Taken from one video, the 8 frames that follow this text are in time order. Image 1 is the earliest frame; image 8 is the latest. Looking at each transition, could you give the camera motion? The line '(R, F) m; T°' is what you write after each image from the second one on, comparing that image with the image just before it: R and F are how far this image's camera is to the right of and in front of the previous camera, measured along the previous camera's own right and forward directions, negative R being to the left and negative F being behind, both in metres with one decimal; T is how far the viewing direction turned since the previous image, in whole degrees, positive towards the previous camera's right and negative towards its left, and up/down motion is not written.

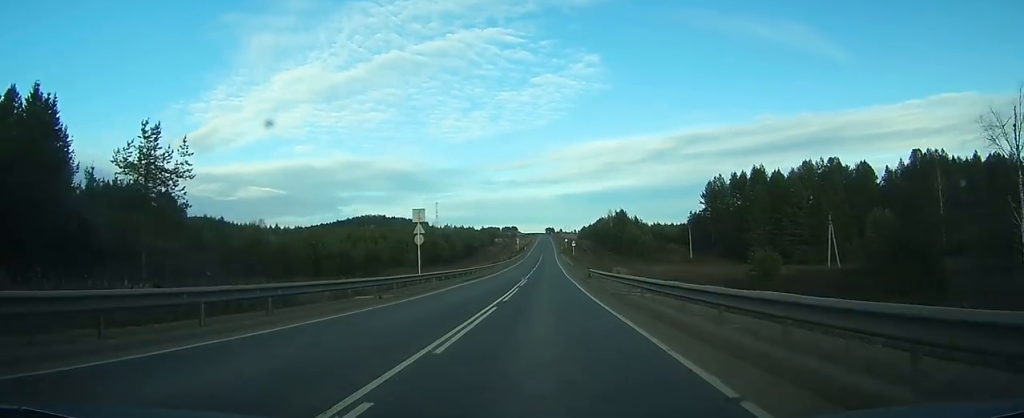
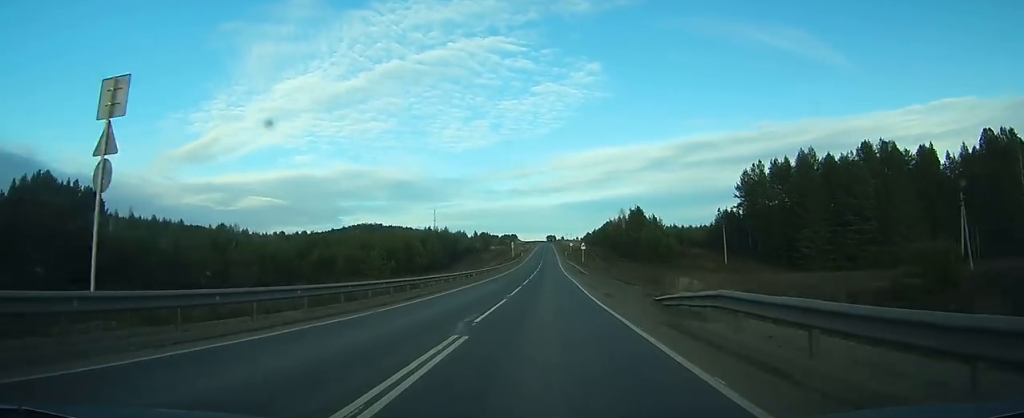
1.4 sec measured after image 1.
(0.0, +30.3) m; 0°
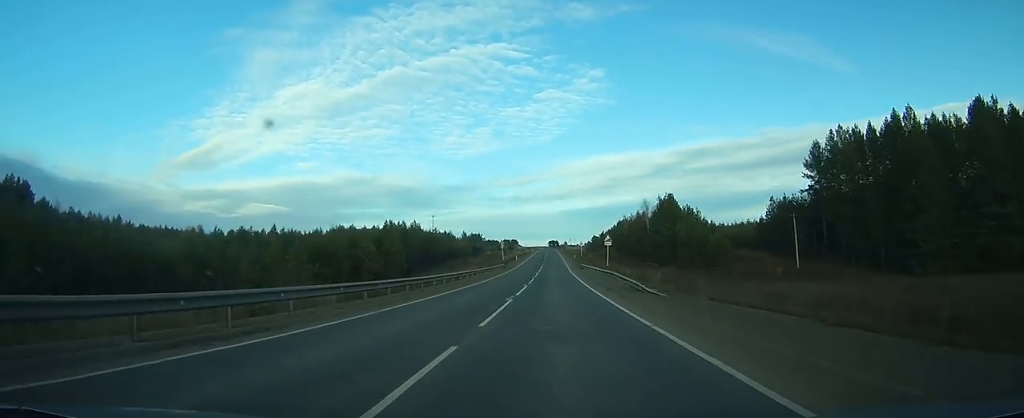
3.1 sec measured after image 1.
(-0.2, +37.2) m; 0°
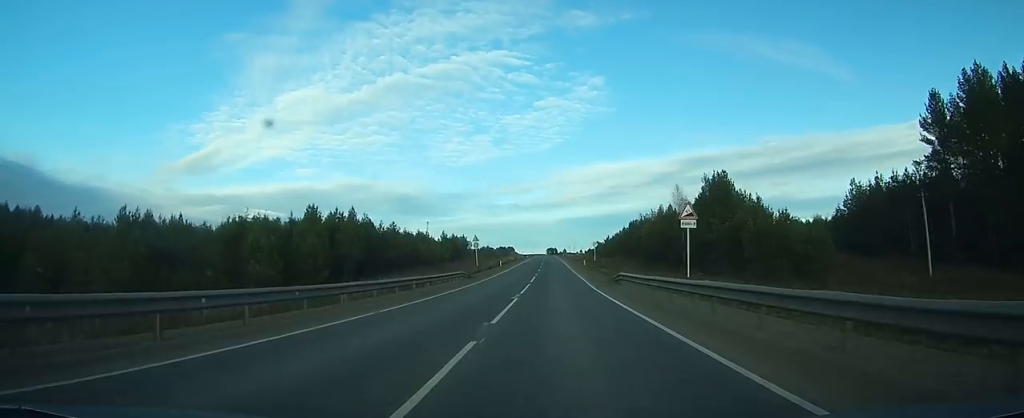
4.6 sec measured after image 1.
(-0.1, +35.1) m; 0°
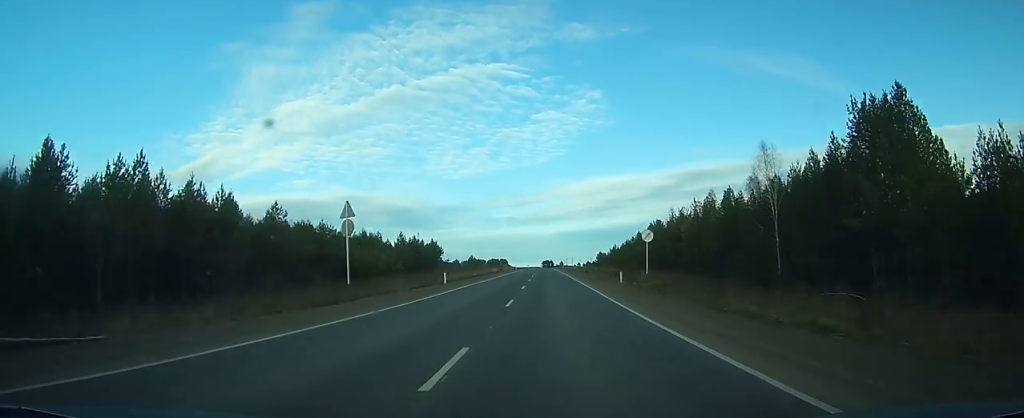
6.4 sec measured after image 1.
(0.0, +42.2) m; 0°
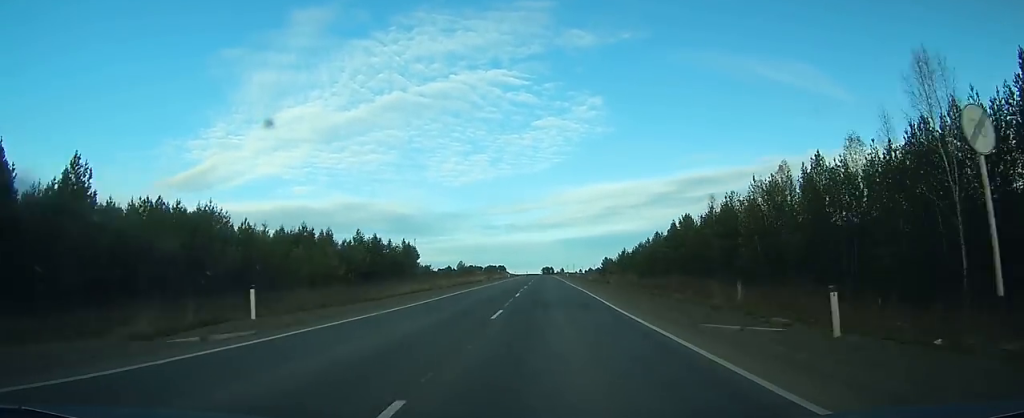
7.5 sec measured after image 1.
(+0.1, +26.9) m; 0°
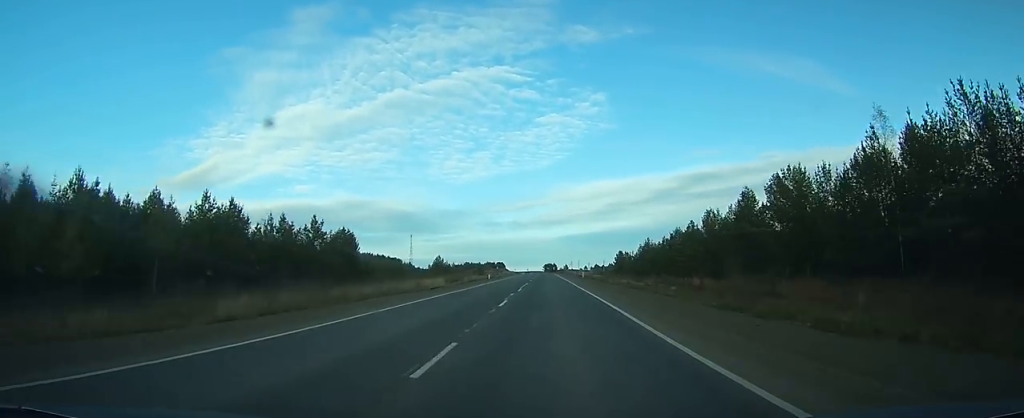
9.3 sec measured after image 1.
(0.0, +43.7) m; 0°
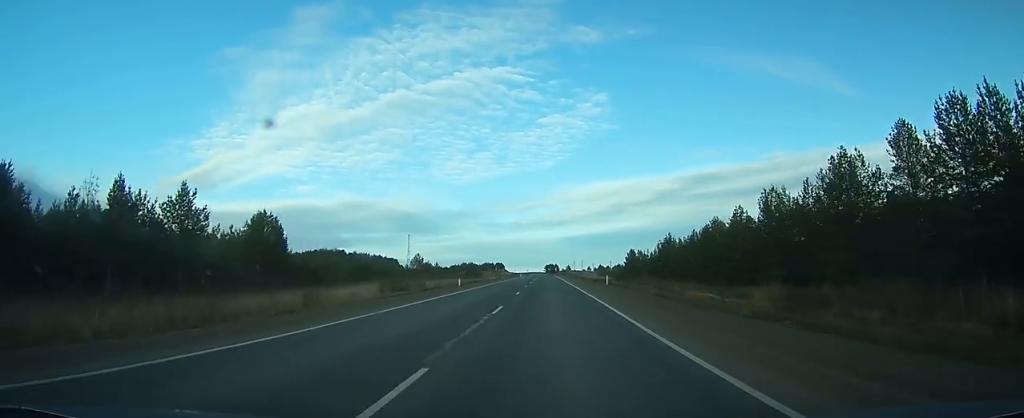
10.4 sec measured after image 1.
(-0.1, +26.3) m; 0°
